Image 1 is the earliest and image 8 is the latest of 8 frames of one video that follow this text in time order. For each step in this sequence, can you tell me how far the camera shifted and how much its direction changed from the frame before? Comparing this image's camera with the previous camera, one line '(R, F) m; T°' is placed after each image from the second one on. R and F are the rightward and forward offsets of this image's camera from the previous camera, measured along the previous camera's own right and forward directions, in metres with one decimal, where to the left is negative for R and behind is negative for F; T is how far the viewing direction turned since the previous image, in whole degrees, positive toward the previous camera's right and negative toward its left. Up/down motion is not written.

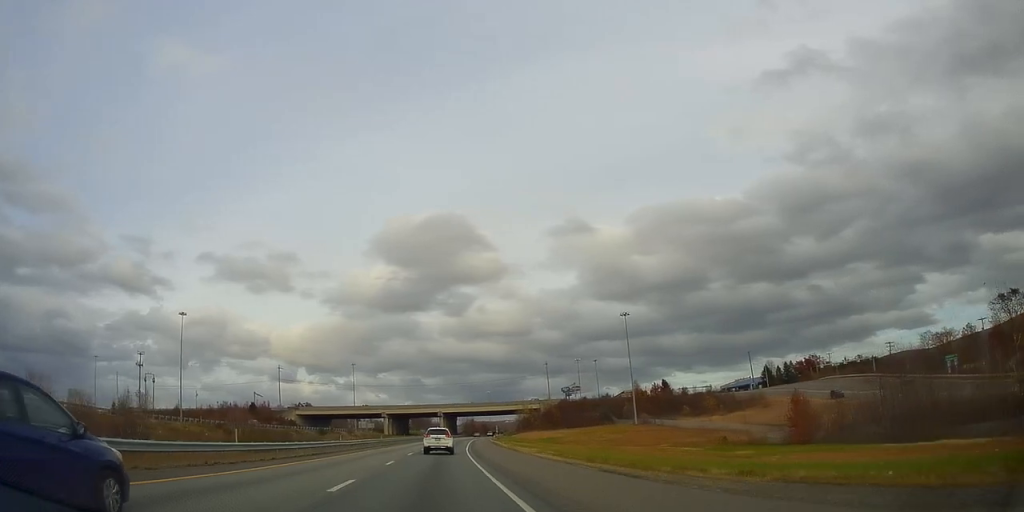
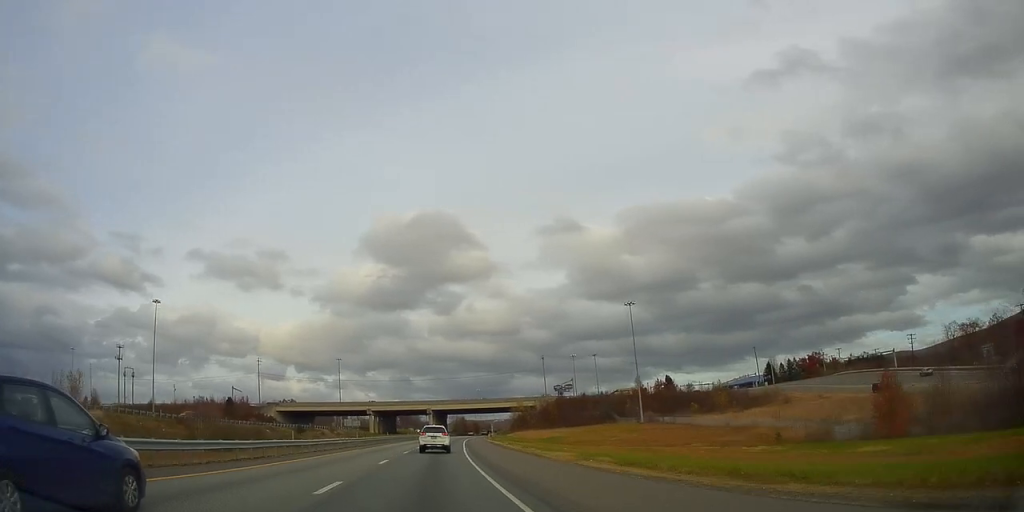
(-0.3, +12.9) m; +1°
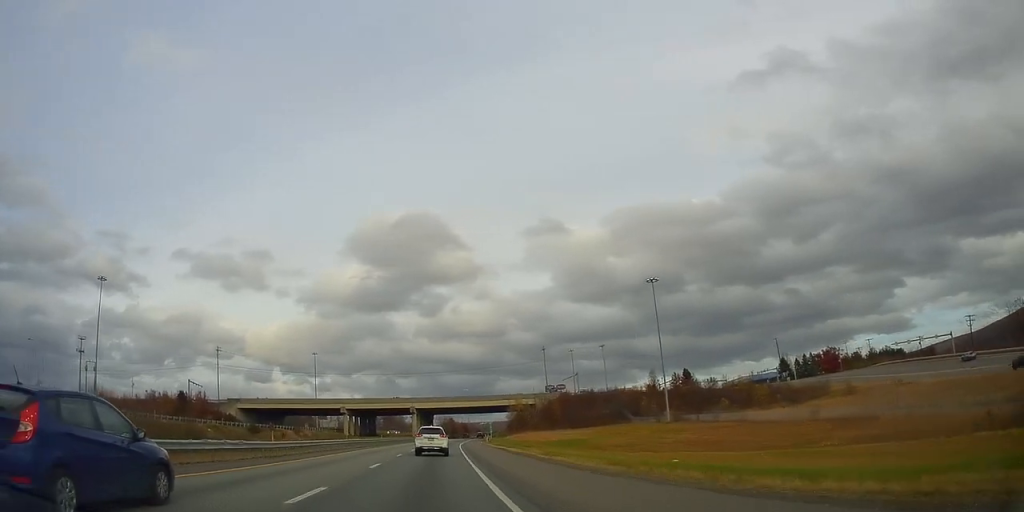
(+1.1, +25.8) m; +1°
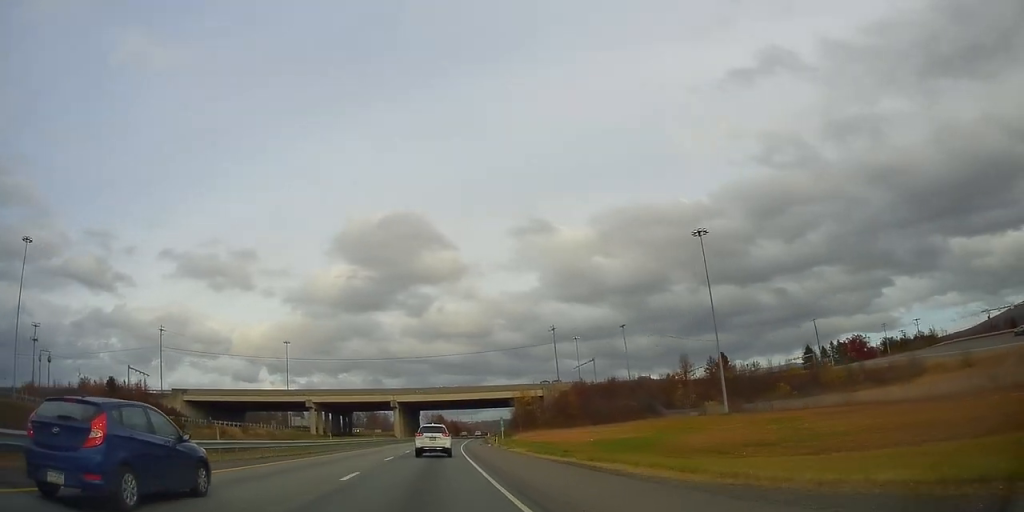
(-0.5, +30.2) m; +1°
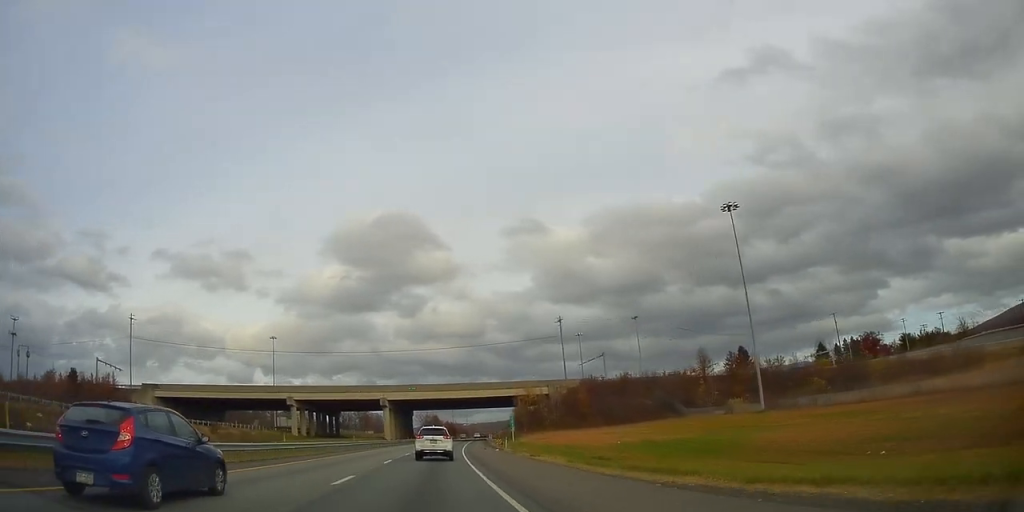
(+0.2, +12.8) m; +1°
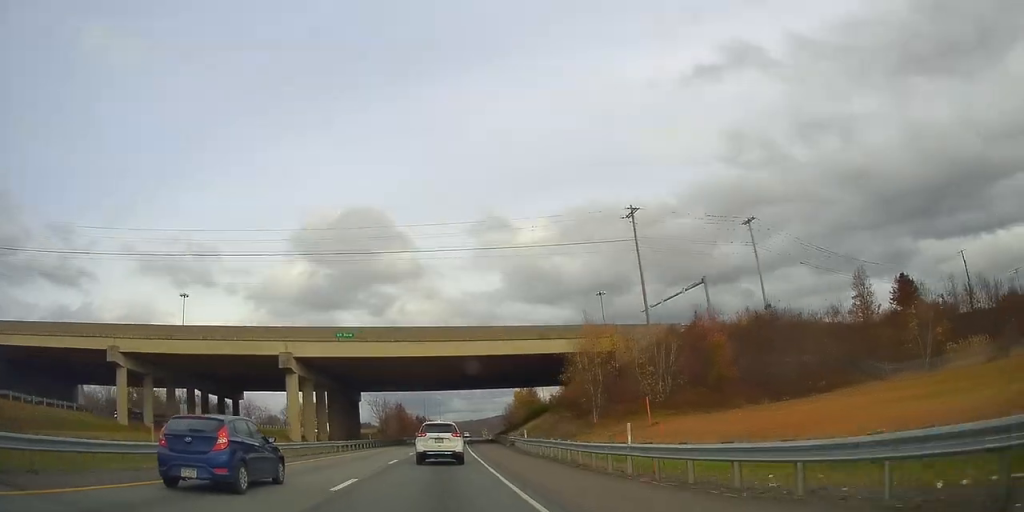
(+2.6, +61.7) m; +4°
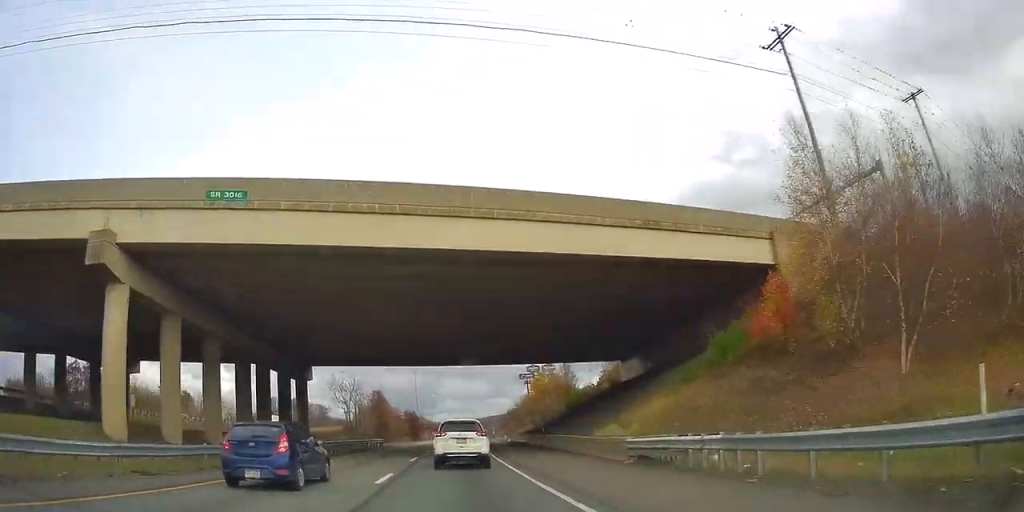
(+0.5, +33.9) m; +1°
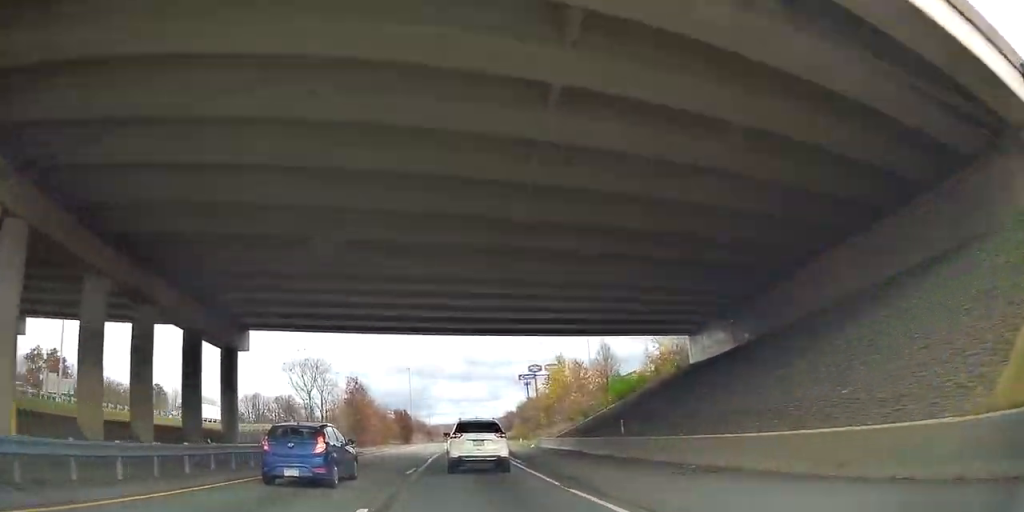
(0.0, +19.9) m; 0°
